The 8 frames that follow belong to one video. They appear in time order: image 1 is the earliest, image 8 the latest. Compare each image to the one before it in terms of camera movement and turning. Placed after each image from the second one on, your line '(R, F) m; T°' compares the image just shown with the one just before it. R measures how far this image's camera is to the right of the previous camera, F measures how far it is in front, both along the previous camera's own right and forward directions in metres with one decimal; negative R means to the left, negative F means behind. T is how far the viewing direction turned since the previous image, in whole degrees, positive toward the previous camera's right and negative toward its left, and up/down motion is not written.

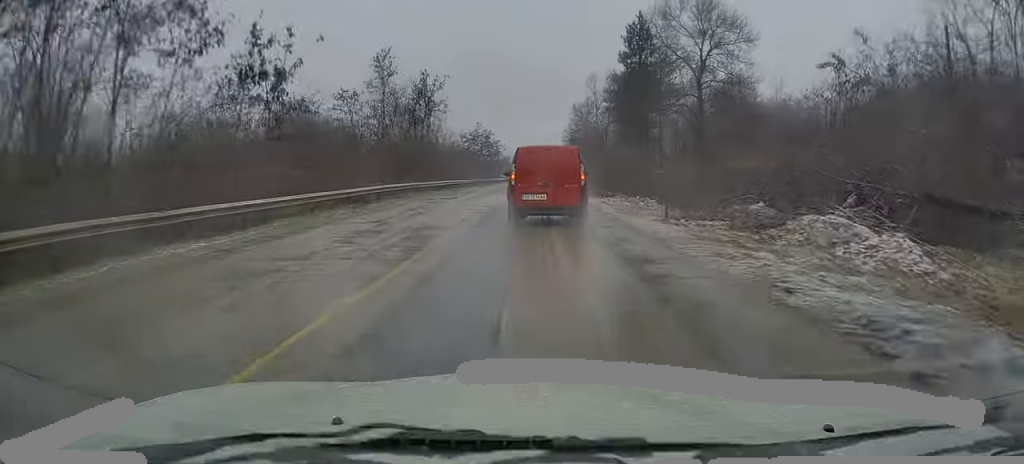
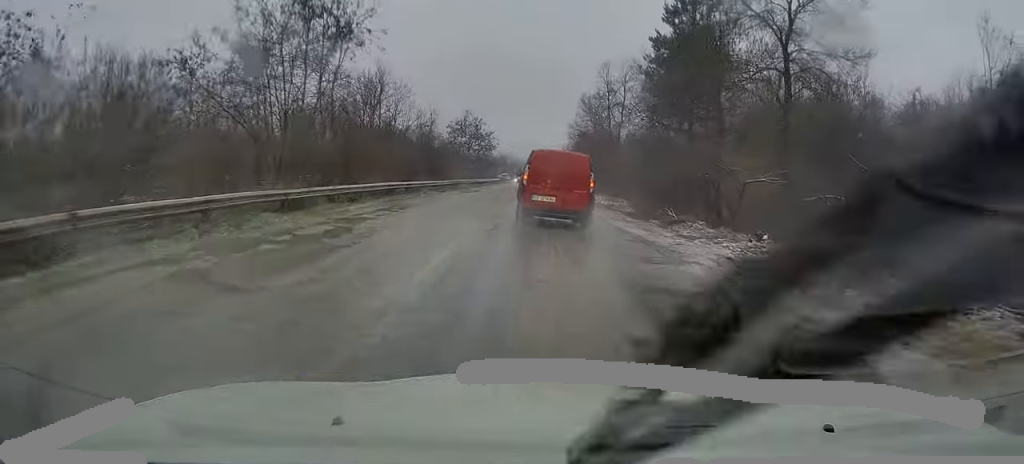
(0.0, +19.3) m; +1°
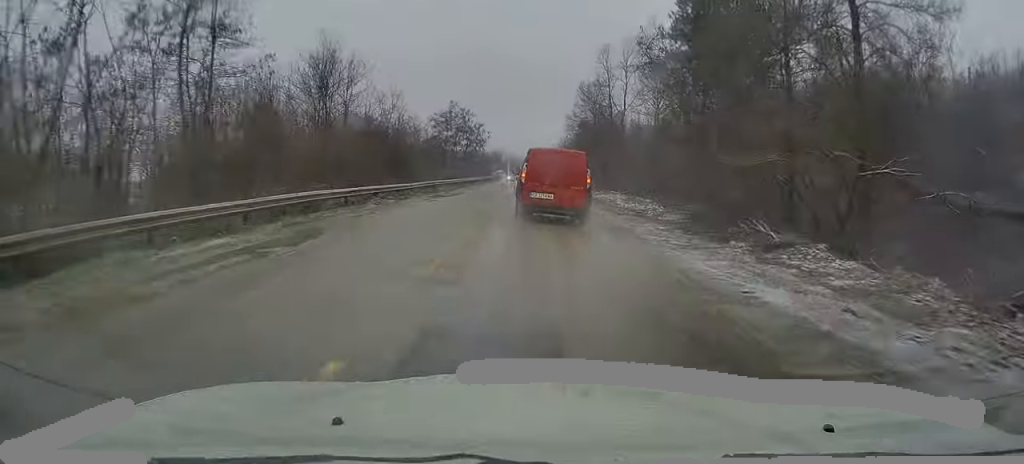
(+0.3, +9.7) m; 0°
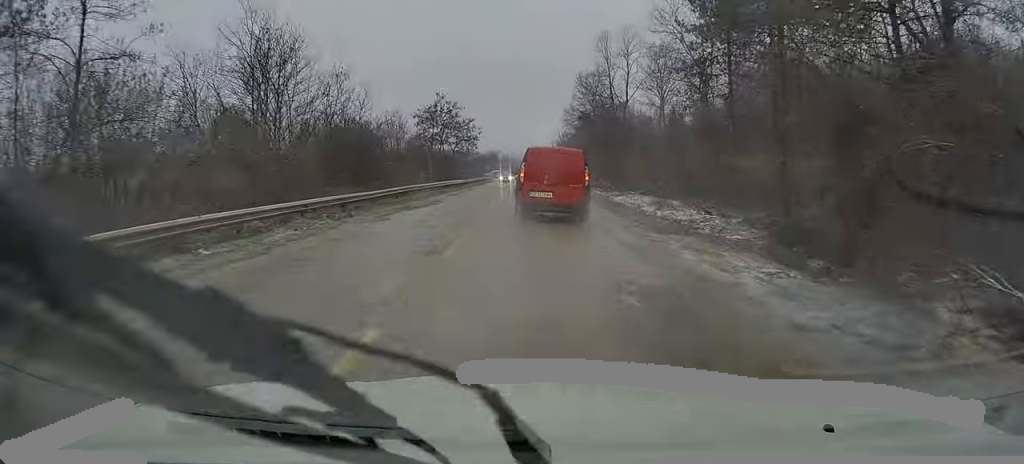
(-0.2, +7.8) m; -1°
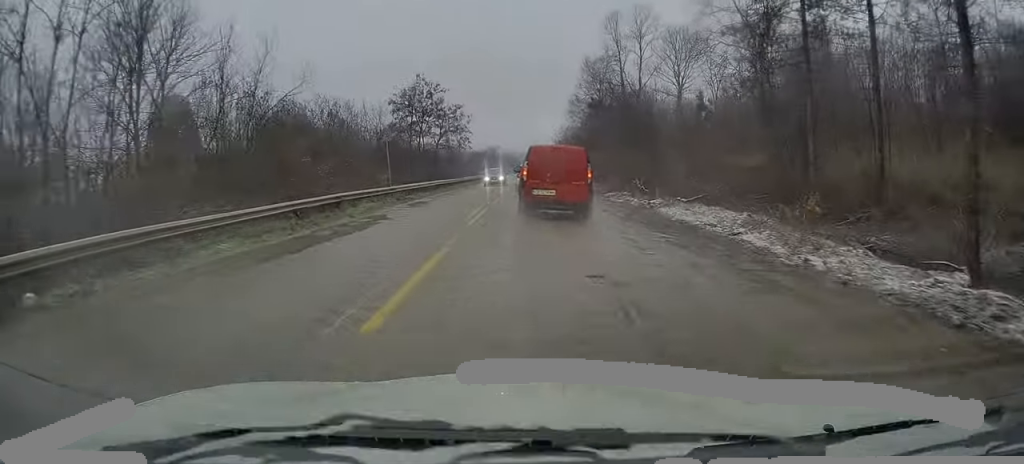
(-0.1, +12.0) m; 0°
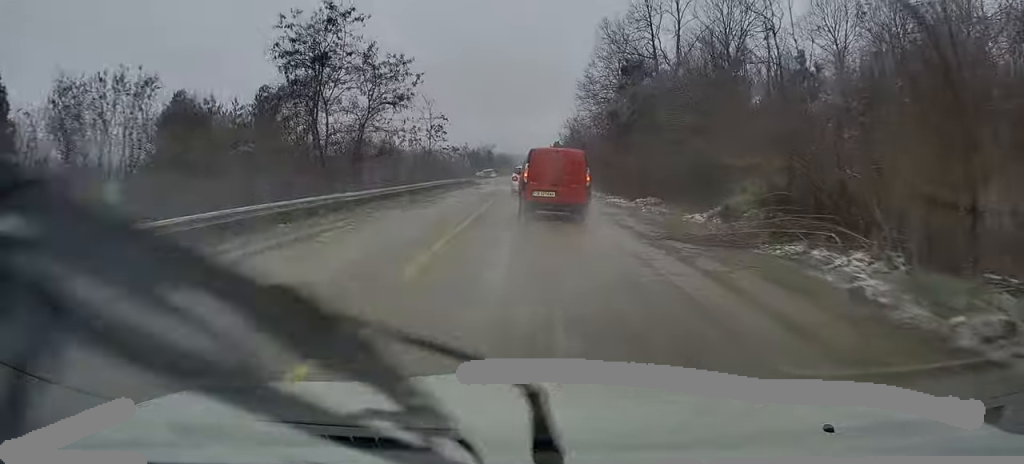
(+0.1, +23.8) m; 0°
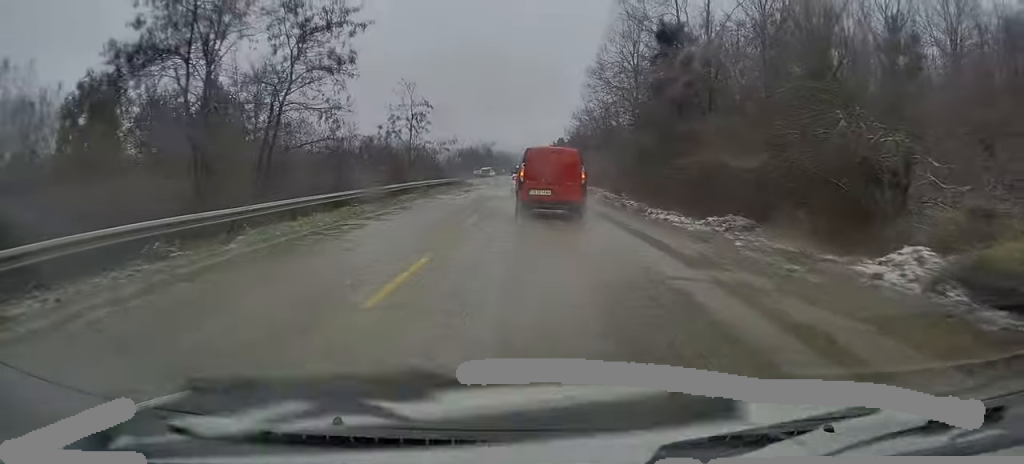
(0.0, +10.5) m; +1°
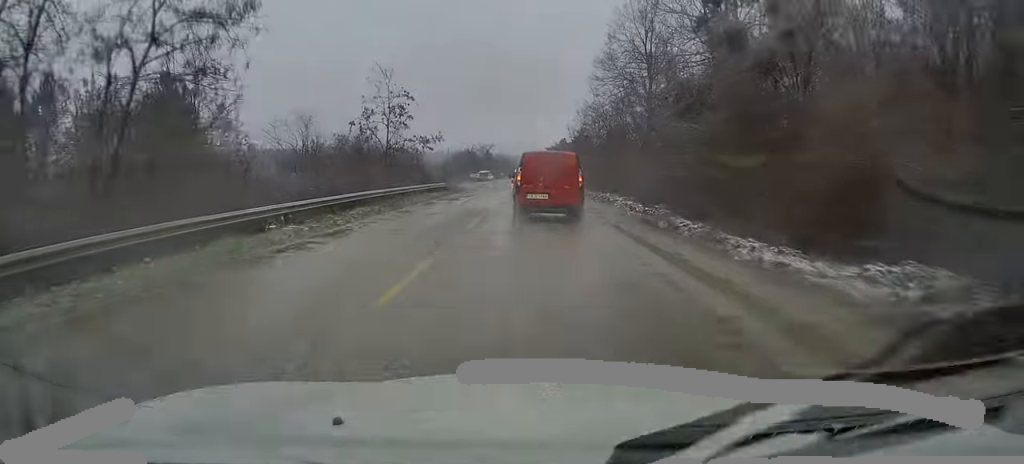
(0.0, +8.0) m; 0°
